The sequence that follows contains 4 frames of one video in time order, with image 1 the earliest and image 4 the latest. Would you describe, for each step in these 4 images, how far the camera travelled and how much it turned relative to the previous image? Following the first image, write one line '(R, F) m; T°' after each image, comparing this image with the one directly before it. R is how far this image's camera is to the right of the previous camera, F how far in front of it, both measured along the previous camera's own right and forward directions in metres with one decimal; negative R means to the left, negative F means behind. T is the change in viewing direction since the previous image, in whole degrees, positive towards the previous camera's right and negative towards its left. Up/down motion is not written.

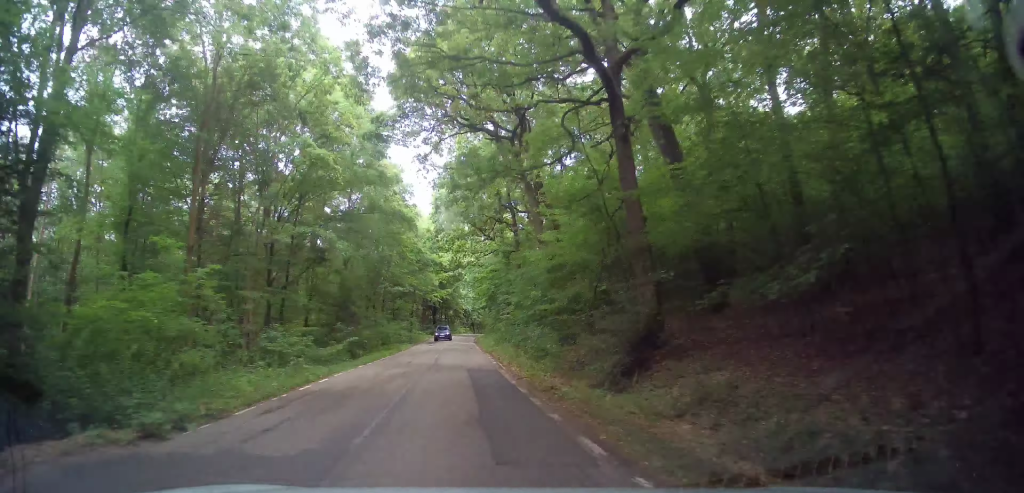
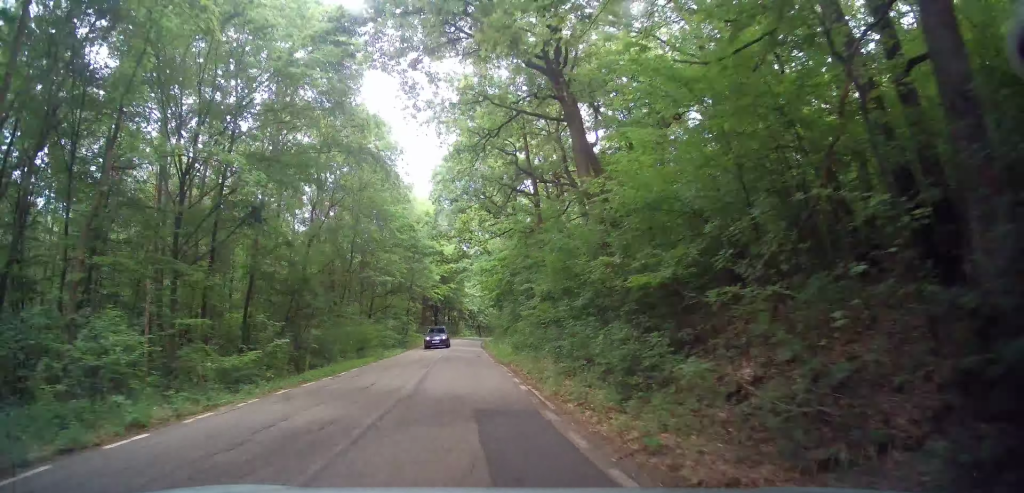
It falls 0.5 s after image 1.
(-0.2, +9.5) m; -1°
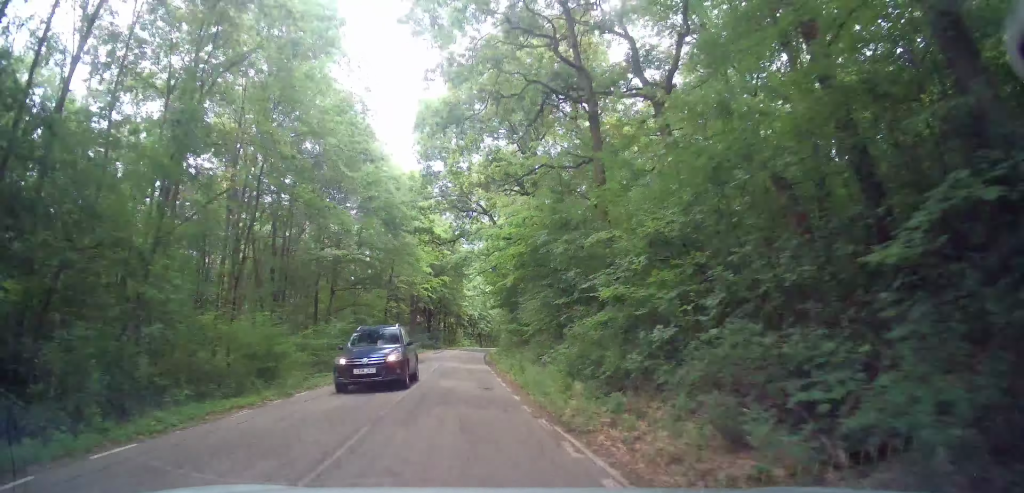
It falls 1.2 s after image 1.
(0.0, +13.9) m; +1°
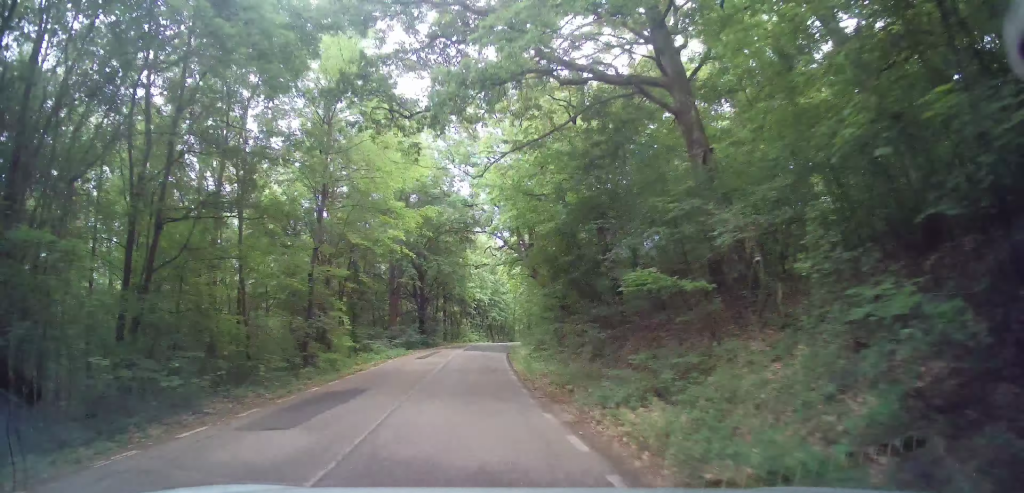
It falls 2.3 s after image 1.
(+0.3, +20.1) m; +1°
